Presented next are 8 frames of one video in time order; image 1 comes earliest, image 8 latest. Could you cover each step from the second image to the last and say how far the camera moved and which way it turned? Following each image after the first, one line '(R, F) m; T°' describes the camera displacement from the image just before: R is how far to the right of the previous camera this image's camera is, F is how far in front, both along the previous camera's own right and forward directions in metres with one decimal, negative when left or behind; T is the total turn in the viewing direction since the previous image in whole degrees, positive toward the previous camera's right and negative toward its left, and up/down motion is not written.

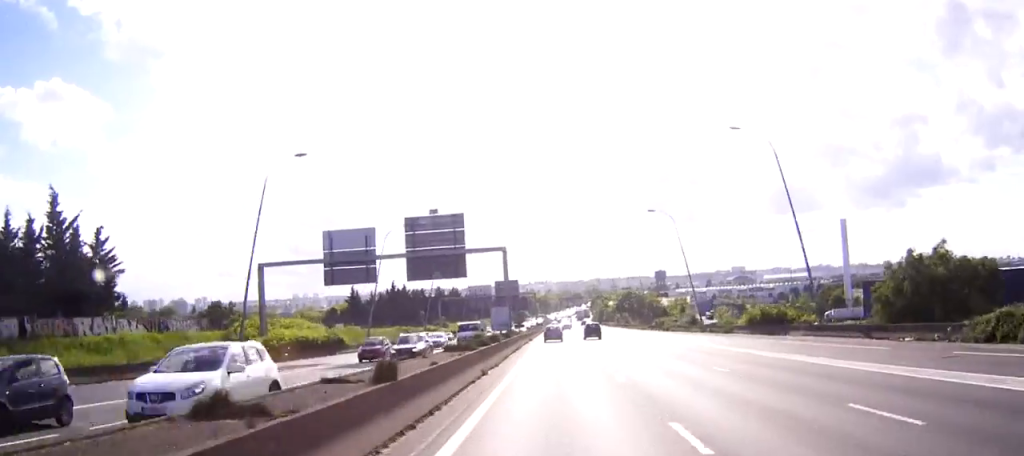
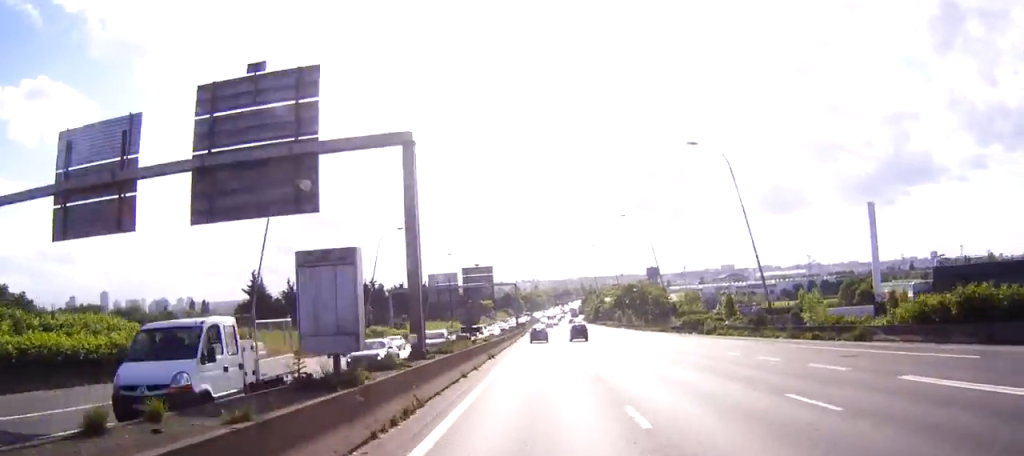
(+0.2, +35.3) m; +1°
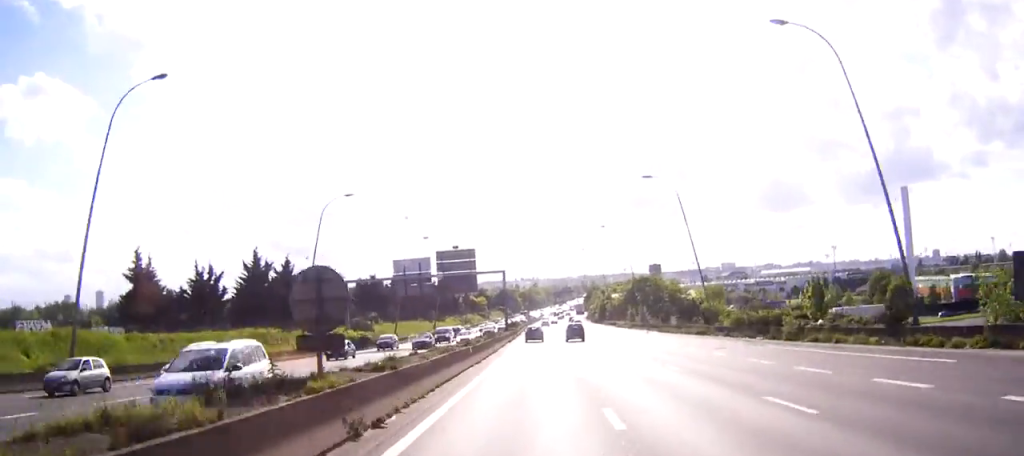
(+0.1, +25.0) m; 0°
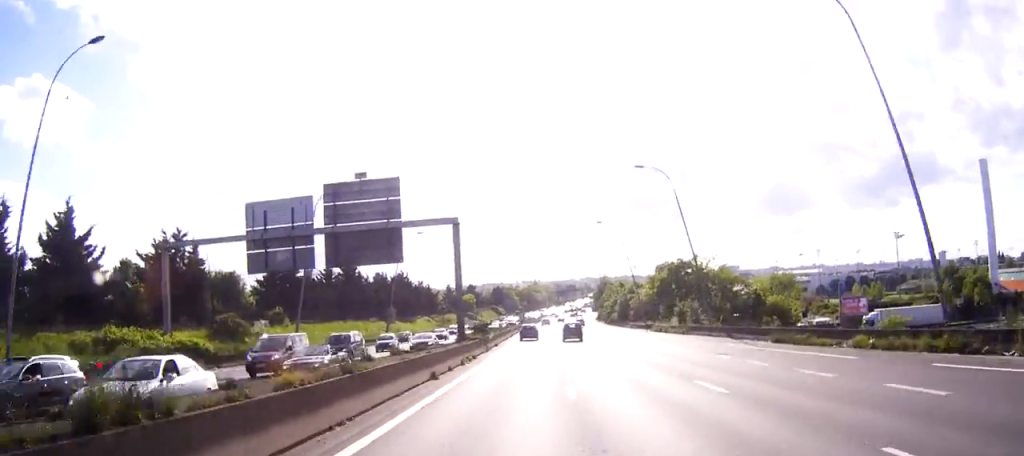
(0.0, +45.3) m; 0°
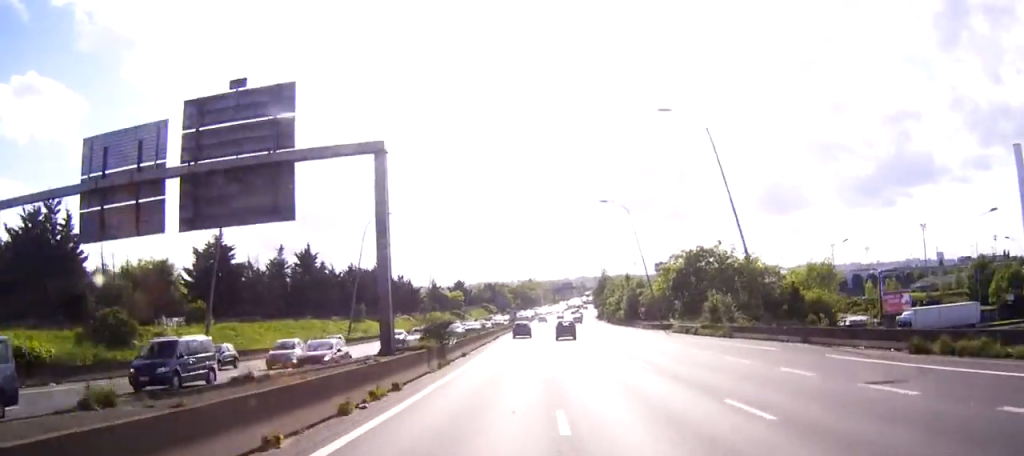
(0.0, +18.3) m; 0°
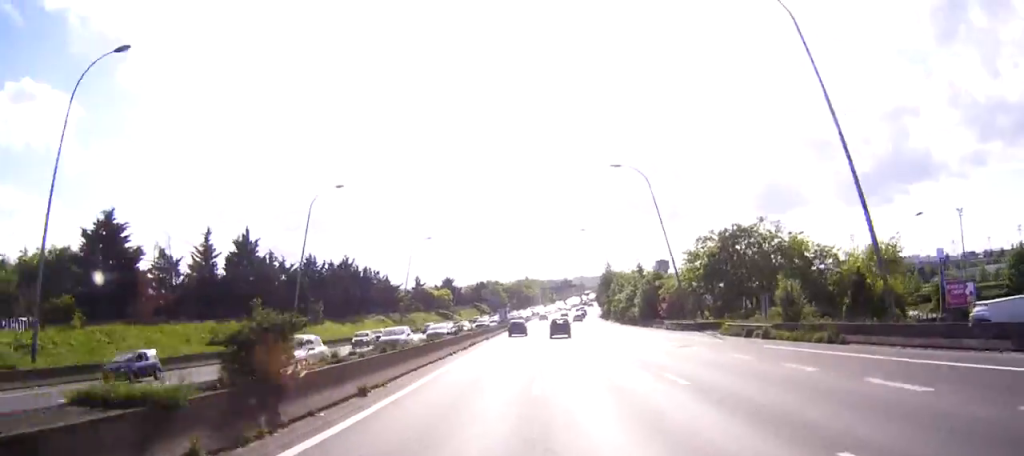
(+0.1, +20.0) m; 0°
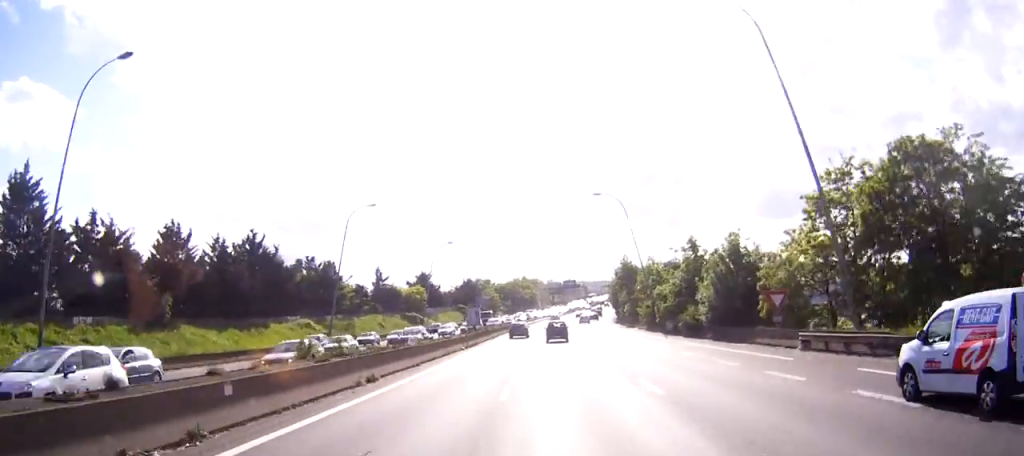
(+0.1, +39.0) m; 0°
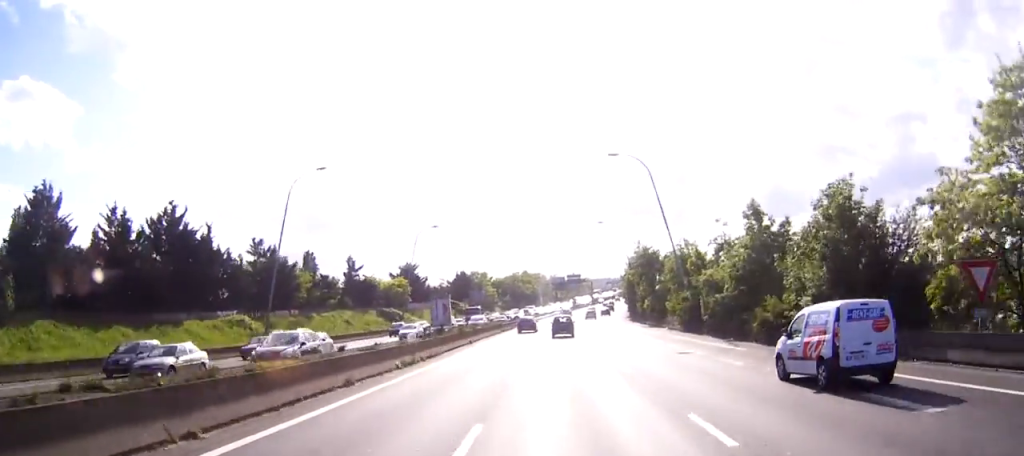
(0.0, +19.7) m; 0°
